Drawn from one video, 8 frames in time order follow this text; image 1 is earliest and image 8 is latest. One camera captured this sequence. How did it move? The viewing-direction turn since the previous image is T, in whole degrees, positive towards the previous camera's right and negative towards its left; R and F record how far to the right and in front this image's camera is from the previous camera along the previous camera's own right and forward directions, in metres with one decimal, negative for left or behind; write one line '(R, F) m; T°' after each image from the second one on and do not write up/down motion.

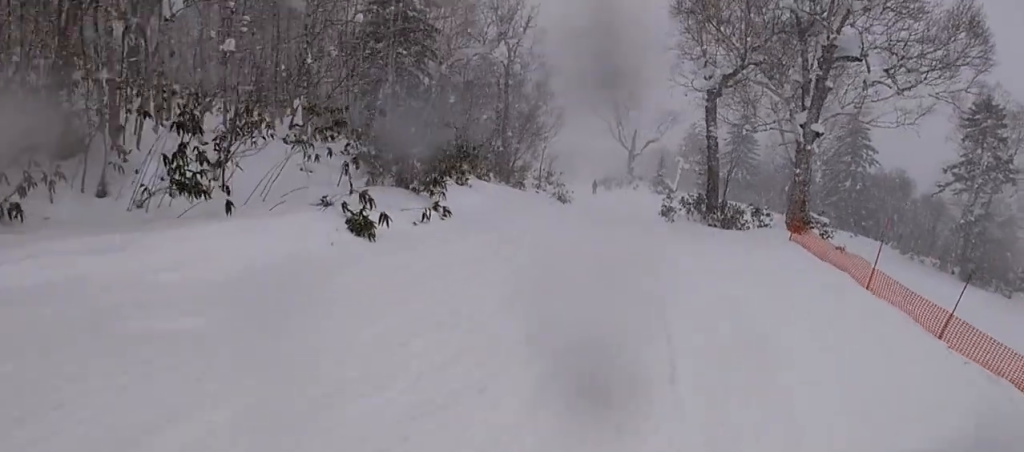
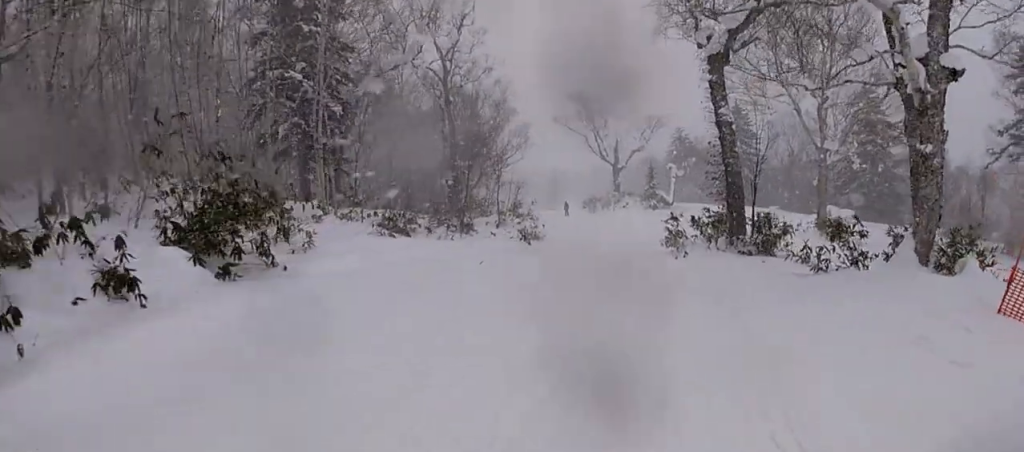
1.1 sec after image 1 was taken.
(-0.6, +10.4) m; -10°
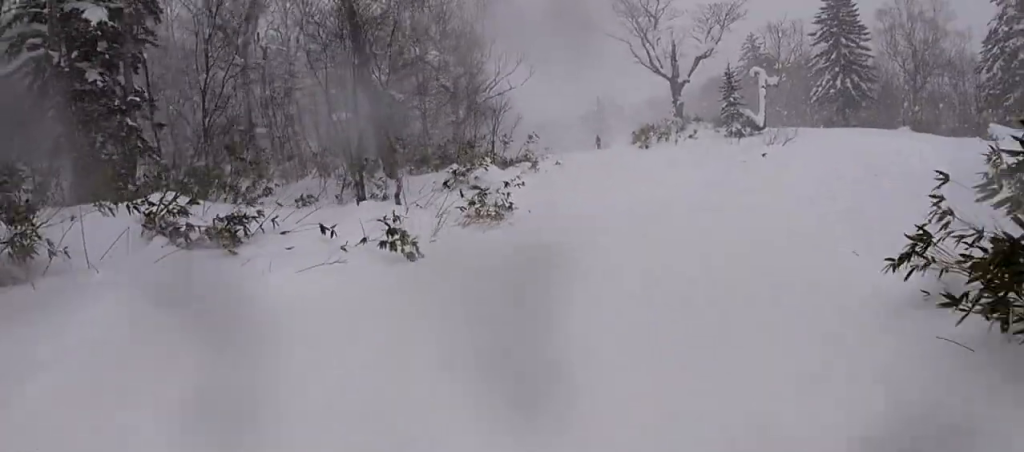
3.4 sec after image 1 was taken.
(+0.7, +19.8) m; +3°
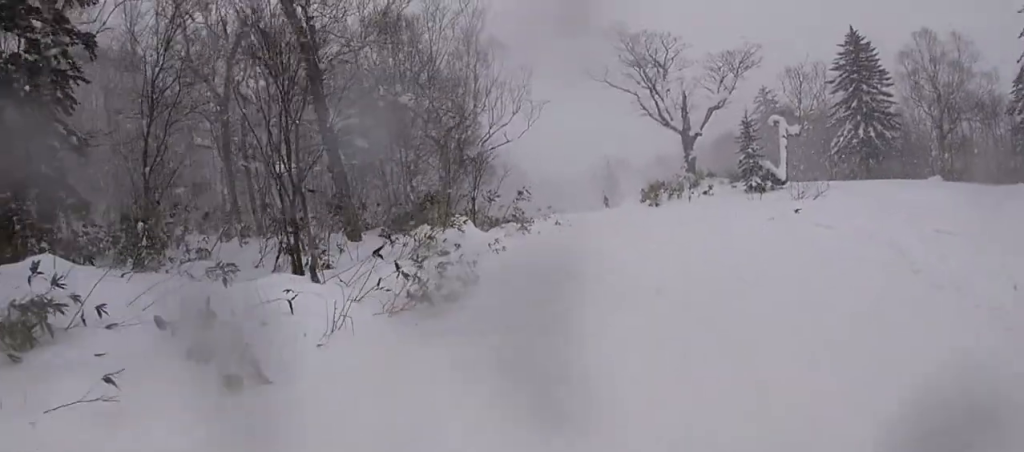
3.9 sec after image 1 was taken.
(+0.2, +4.3) m; -6°
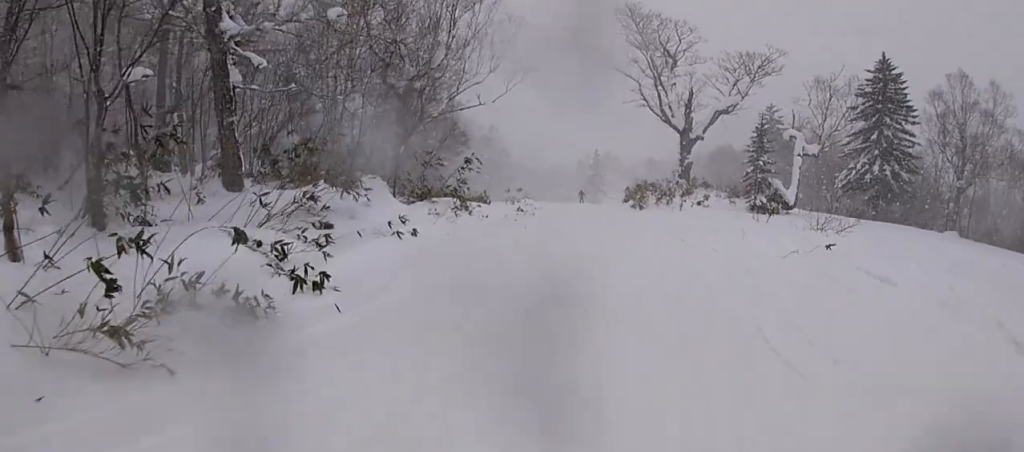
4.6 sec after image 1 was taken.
(-0.8, +5.3) m; -1°
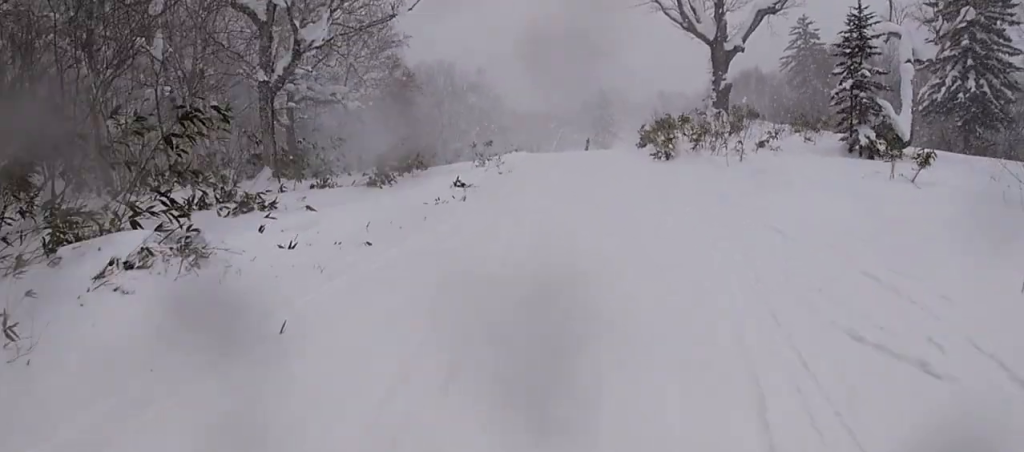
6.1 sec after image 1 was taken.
(+0.7, +10.9) m; +4°
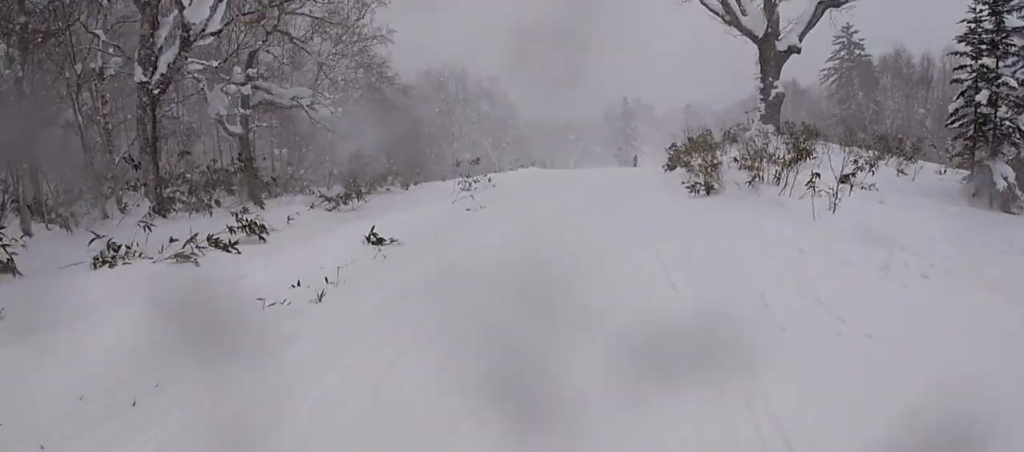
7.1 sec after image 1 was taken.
(-0.3, +6.0) m; -3°
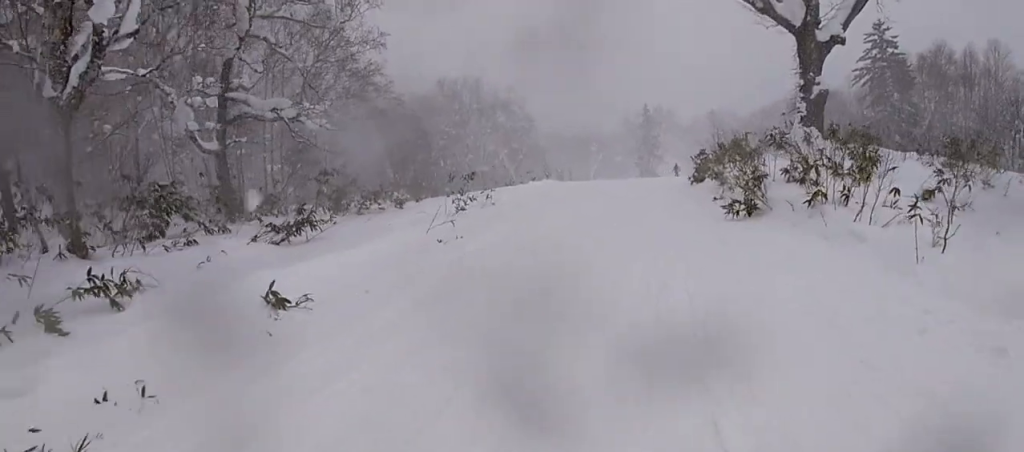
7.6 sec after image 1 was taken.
(0.0, +3.2) m; 0°
